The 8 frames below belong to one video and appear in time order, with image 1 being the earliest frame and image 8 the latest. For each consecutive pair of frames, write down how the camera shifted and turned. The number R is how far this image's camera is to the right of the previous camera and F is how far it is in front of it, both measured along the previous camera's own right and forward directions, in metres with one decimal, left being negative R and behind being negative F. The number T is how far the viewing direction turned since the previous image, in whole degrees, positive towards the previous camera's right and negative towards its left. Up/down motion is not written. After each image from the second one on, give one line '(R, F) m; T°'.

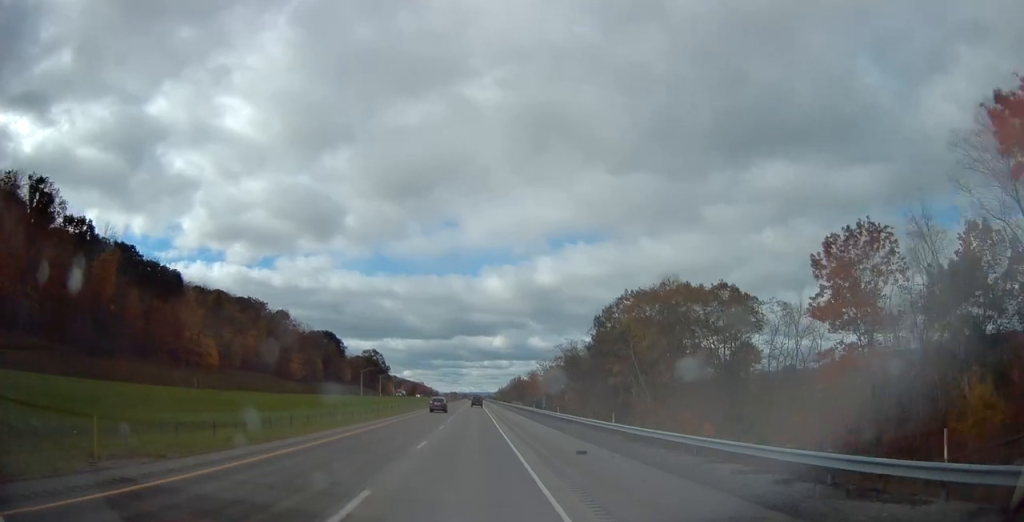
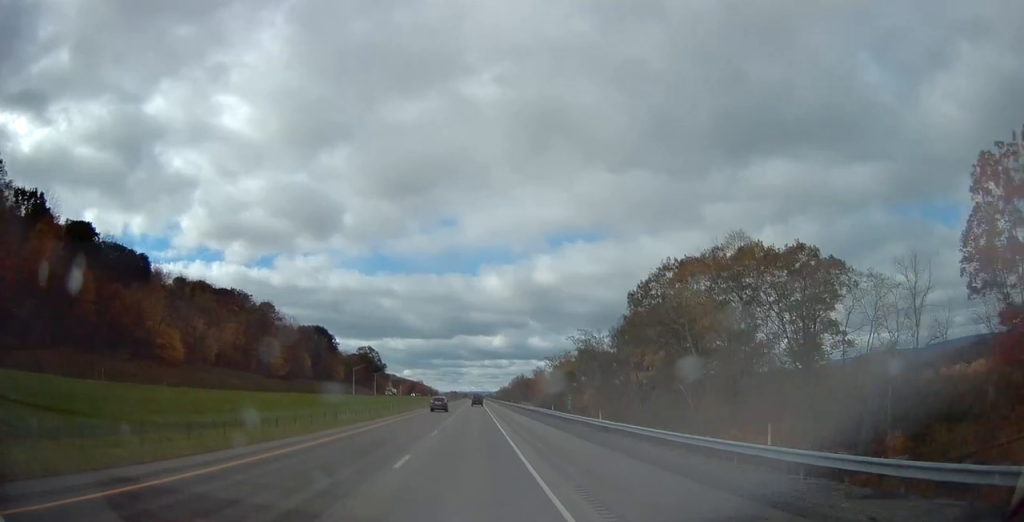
(0.0, +17.8) m; 0°
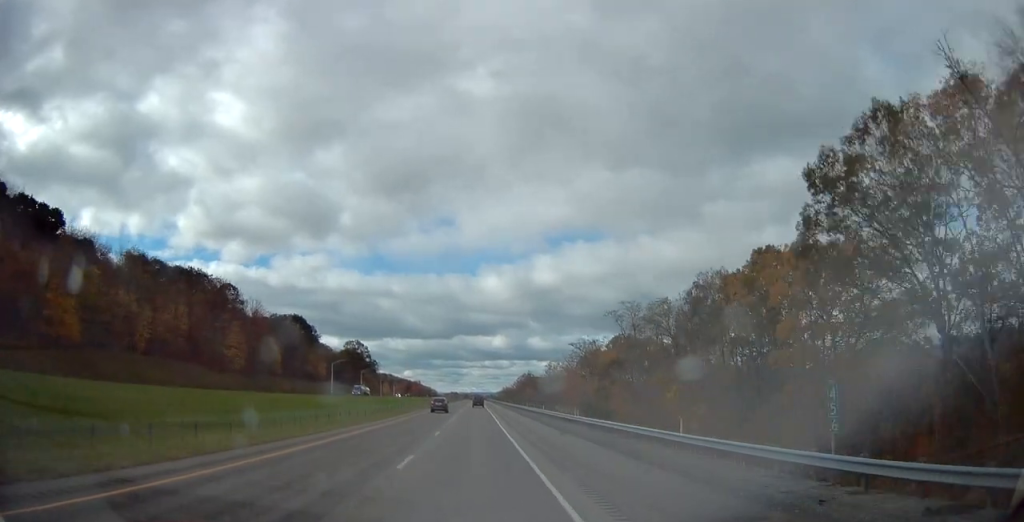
(+0.2, +36.6) m; 0°
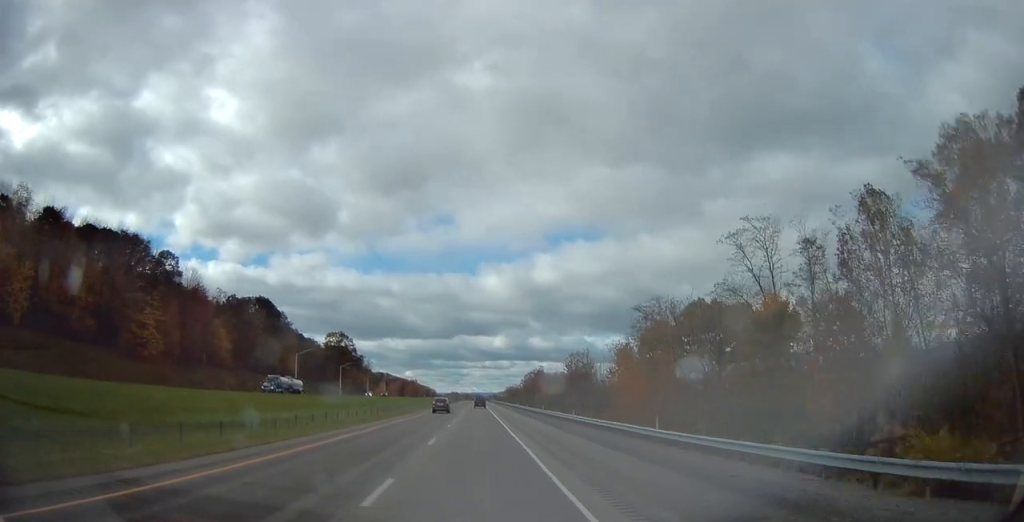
(-0.3, +41.9) m; 0°
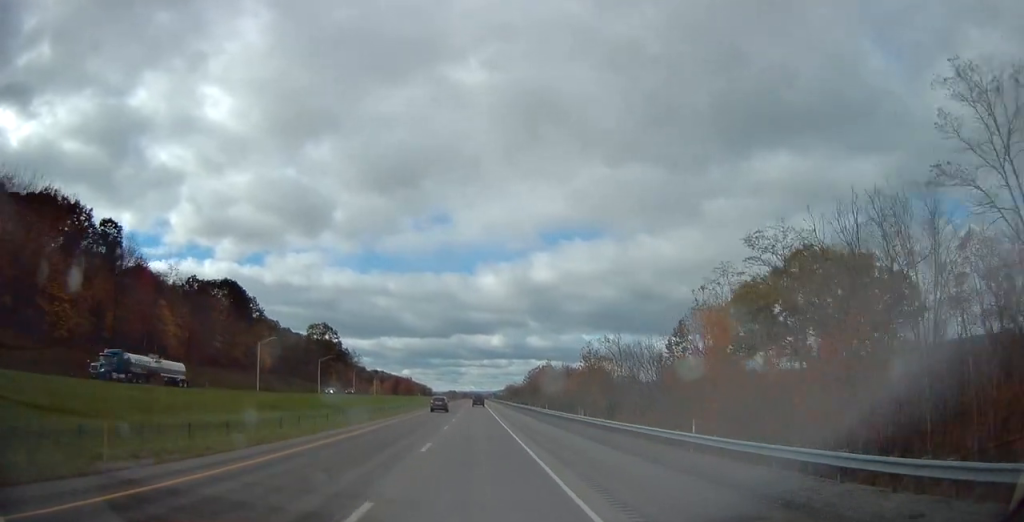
(+0.1, +27.3) m; +1°
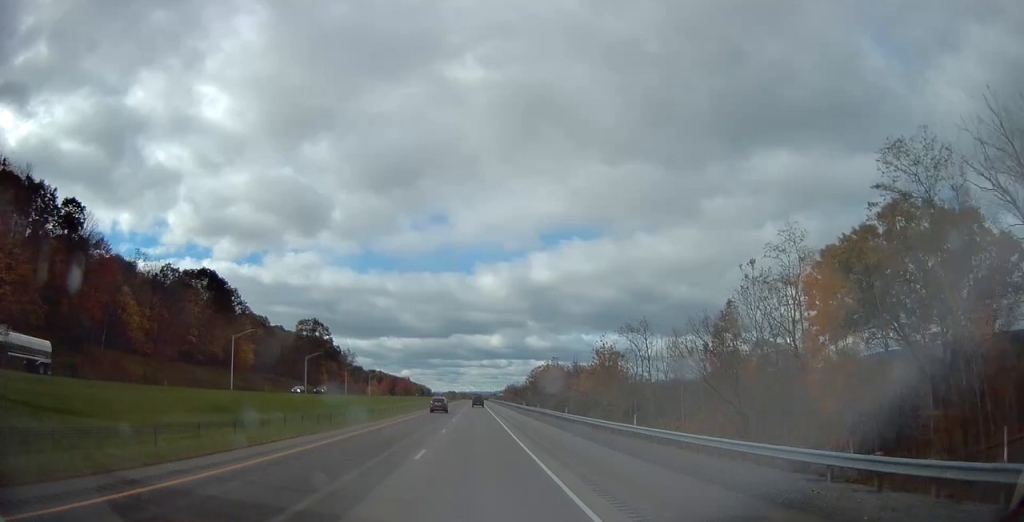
(+0.1, +14.7) m; 0°
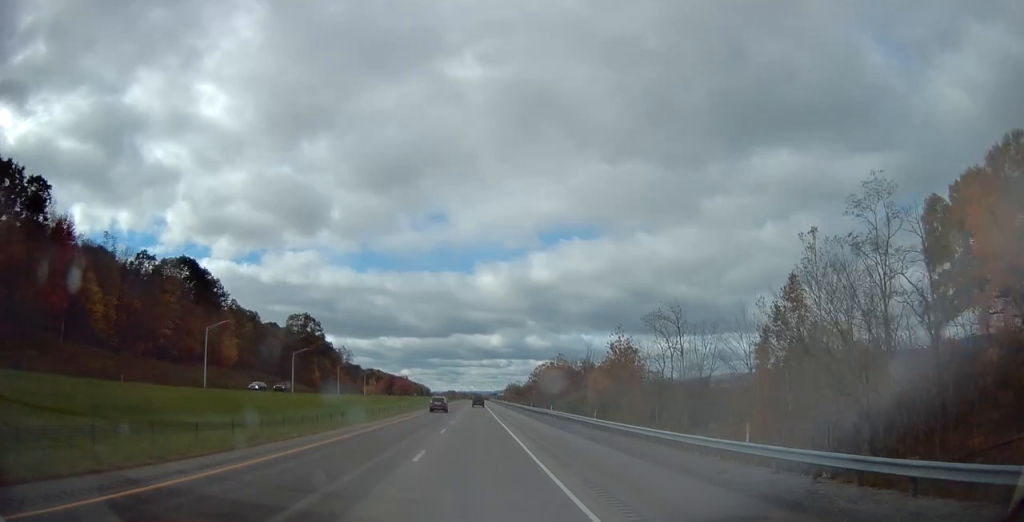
(+0.1, +12.6) m; 0°
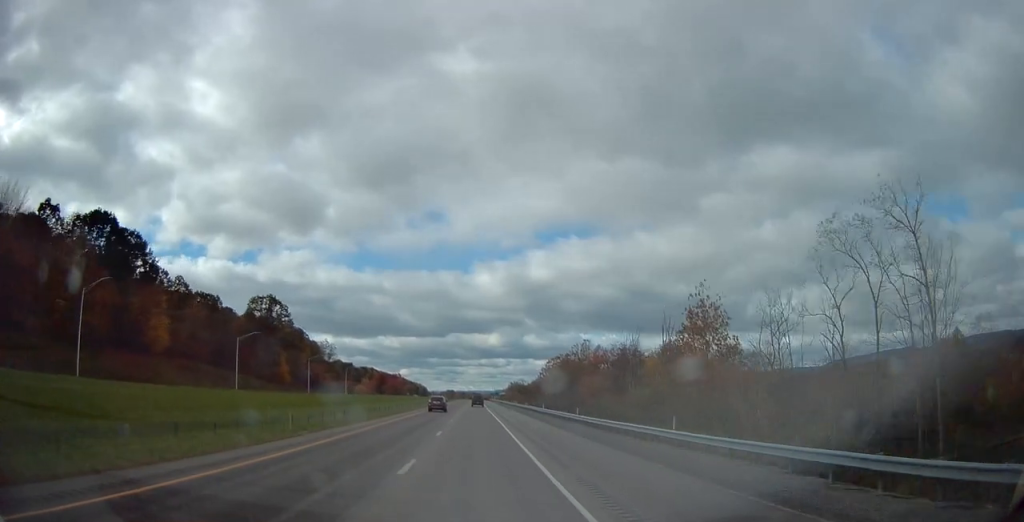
(-0.4, +38.9) m; 0°
